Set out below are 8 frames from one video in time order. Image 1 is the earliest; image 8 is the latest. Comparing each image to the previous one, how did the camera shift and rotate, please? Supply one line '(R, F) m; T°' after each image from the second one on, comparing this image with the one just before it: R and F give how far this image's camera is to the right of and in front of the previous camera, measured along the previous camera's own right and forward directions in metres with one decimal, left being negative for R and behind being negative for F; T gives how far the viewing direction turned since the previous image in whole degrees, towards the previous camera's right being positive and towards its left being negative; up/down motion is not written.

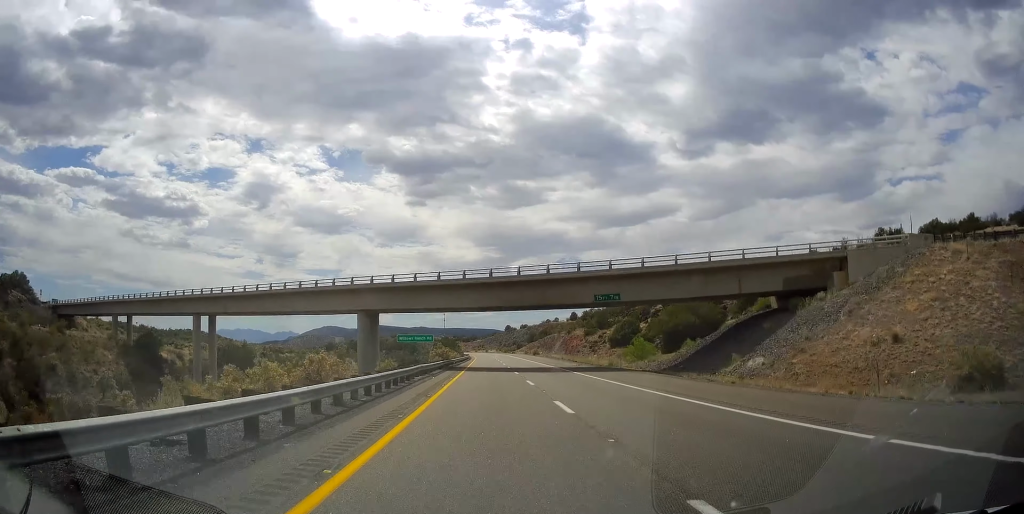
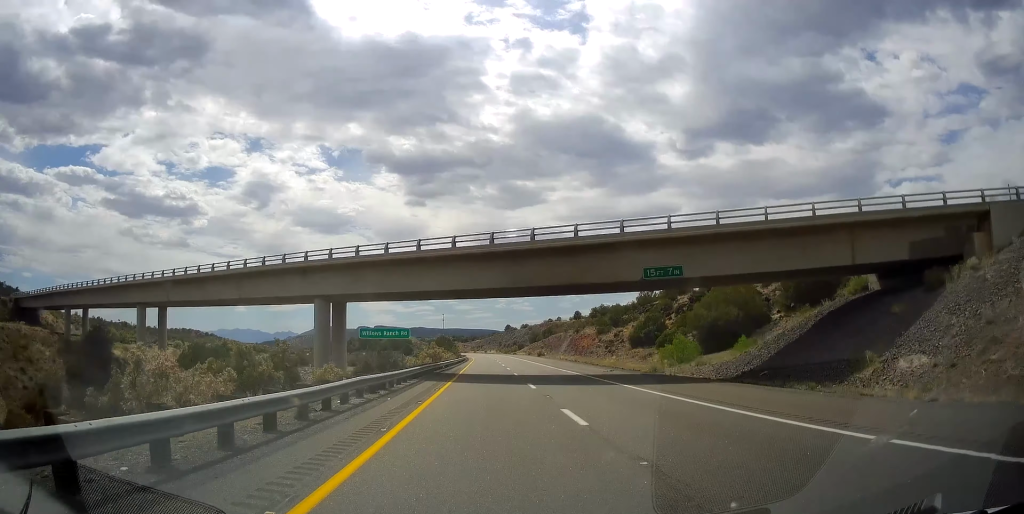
(+0.1, +14.2) m; 0°
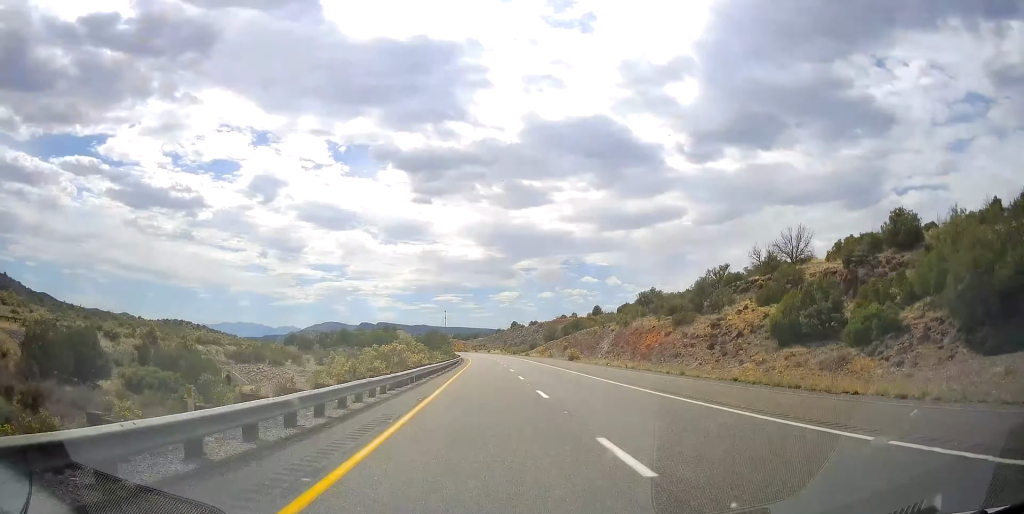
(+0.2, +41.1) m; 0°
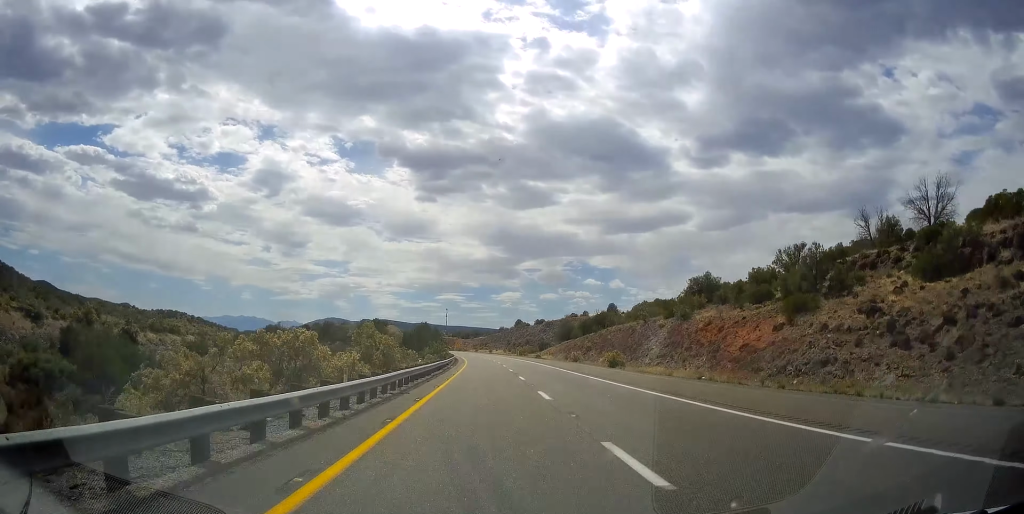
(-0.1, +24.7) m; 0°
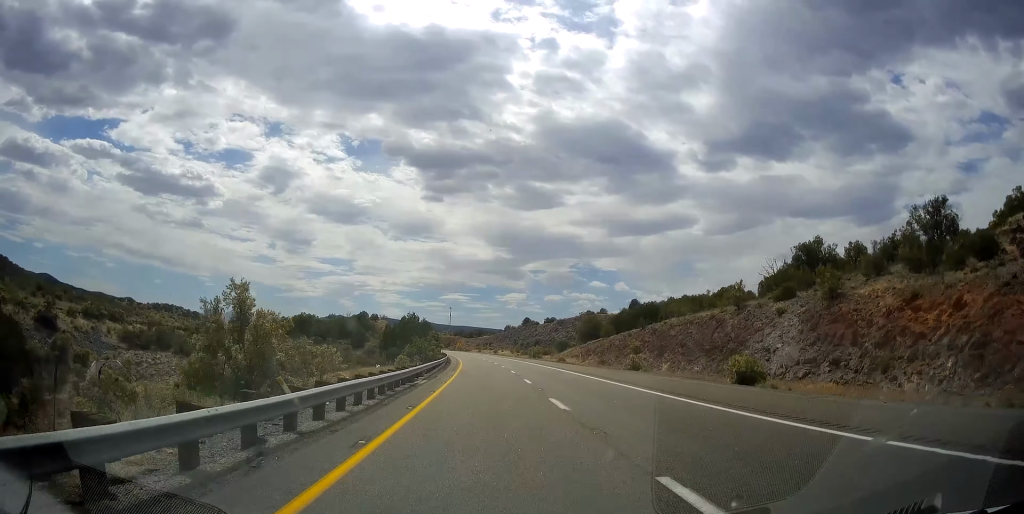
(+0.2, +27.1) m; 0°
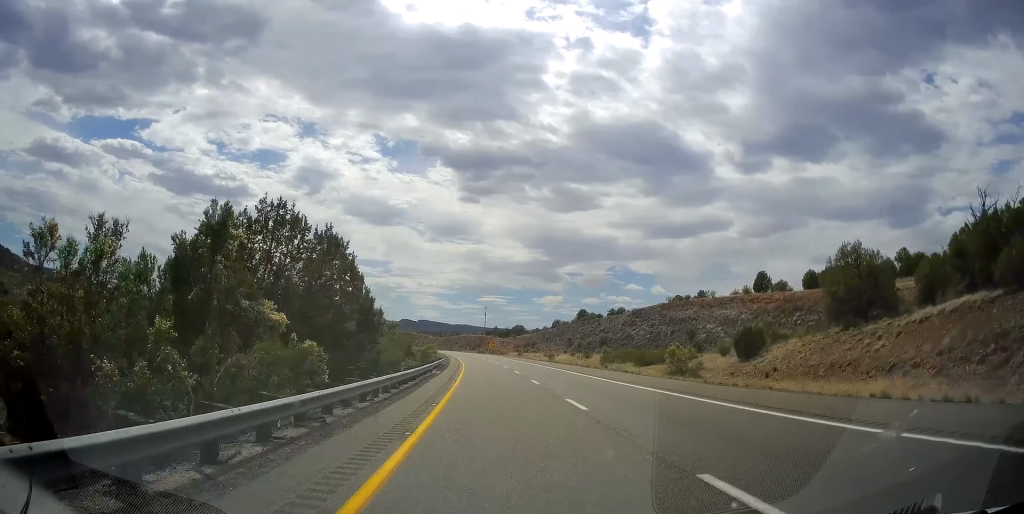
(-1.0, +71.8) m; -3°
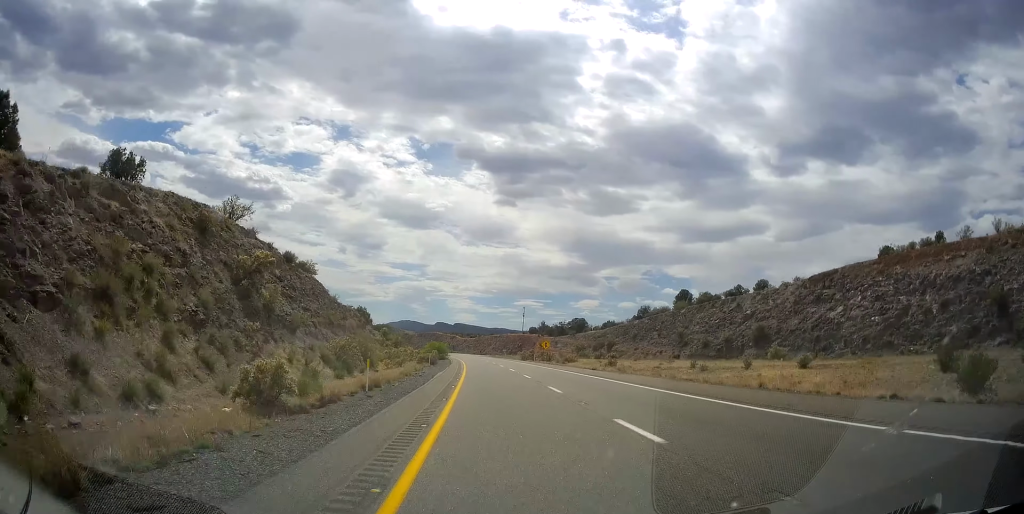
(-3.5, +77.7) m; -5°
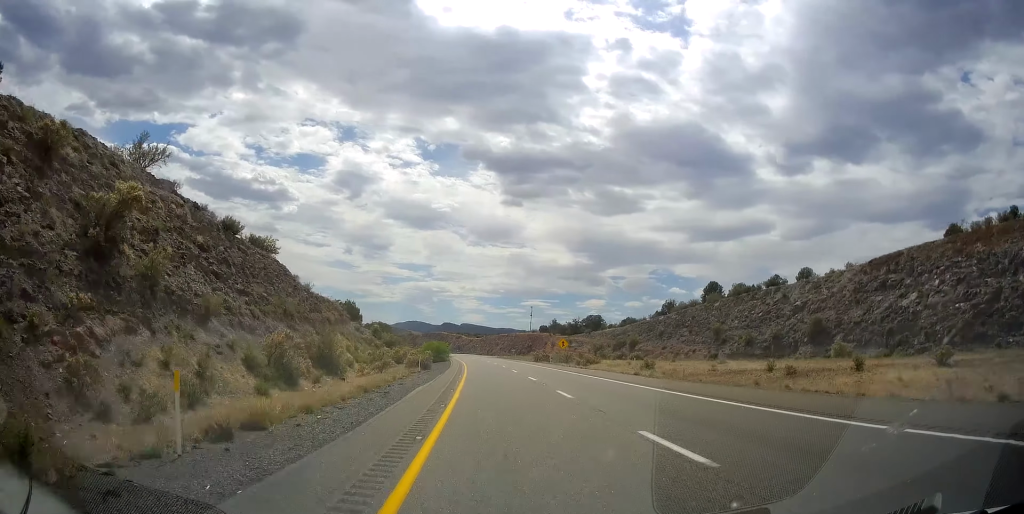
(-0.1, +14.1) m; -1°
